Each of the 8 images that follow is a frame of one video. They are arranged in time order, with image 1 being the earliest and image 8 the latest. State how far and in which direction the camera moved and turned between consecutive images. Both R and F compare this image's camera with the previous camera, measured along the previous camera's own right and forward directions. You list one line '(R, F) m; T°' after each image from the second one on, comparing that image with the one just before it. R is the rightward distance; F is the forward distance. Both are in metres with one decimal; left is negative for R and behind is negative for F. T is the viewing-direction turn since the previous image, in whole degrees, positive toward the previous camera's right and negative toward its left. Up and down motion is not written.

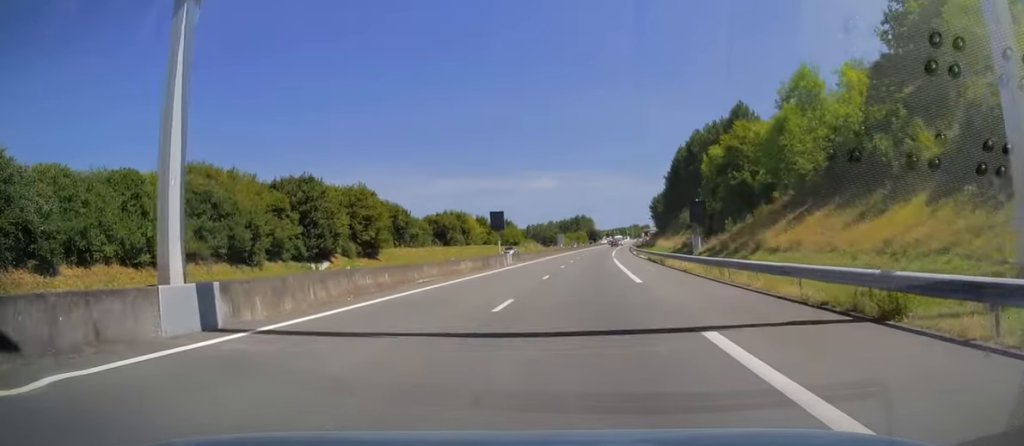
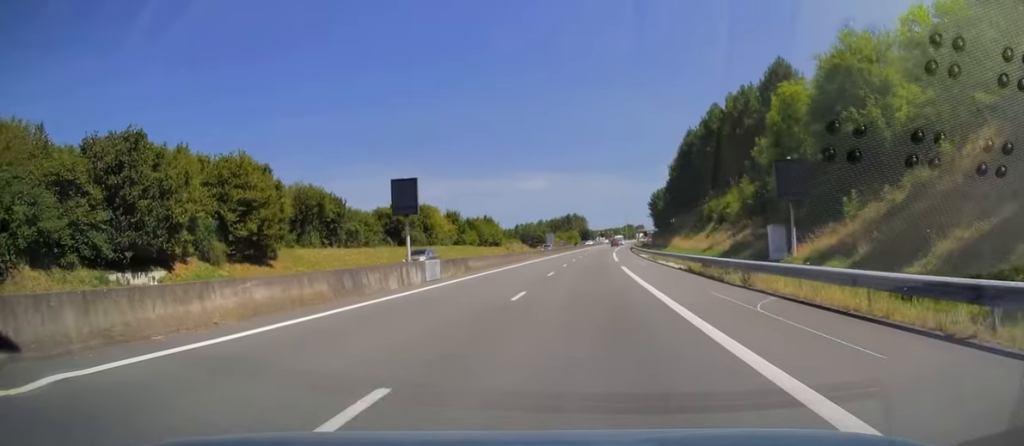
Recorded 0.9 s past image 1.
(+0.1, +23.7) m; +1°
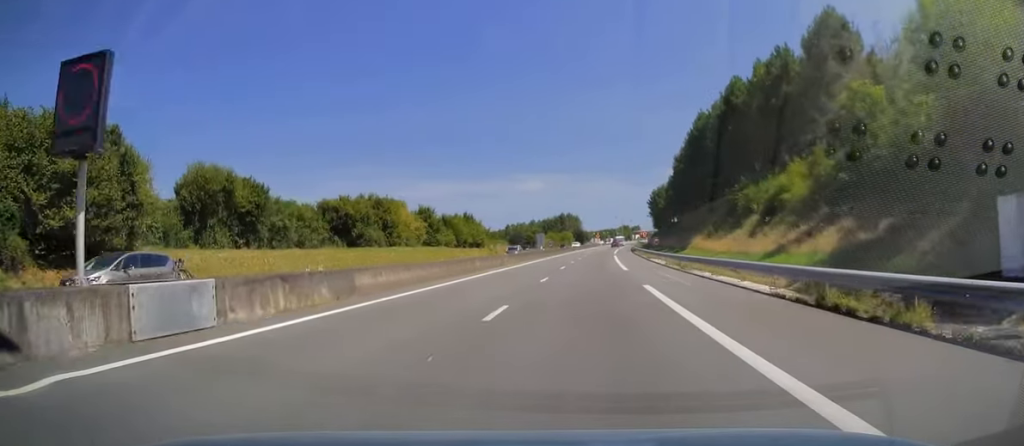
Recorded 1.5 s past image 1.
(+0.1, +17.6) m; +1°
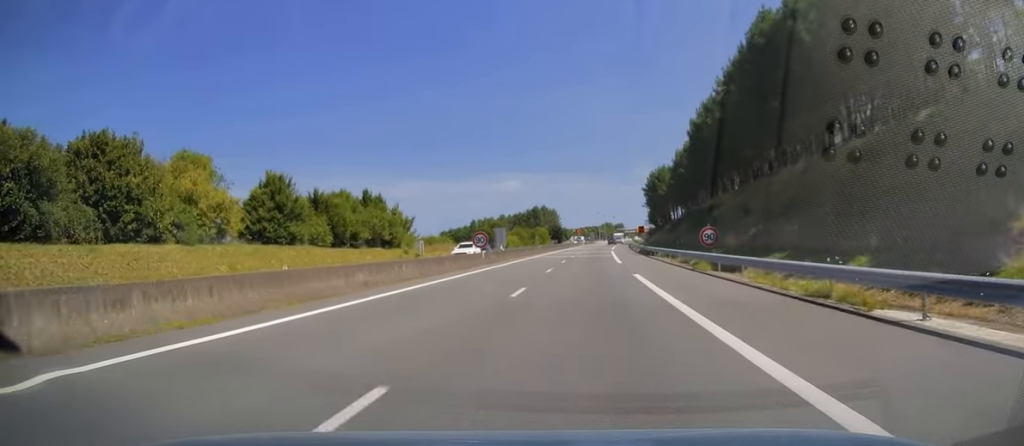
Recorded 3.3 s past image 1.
(+0.7, +48.2) m; +1°
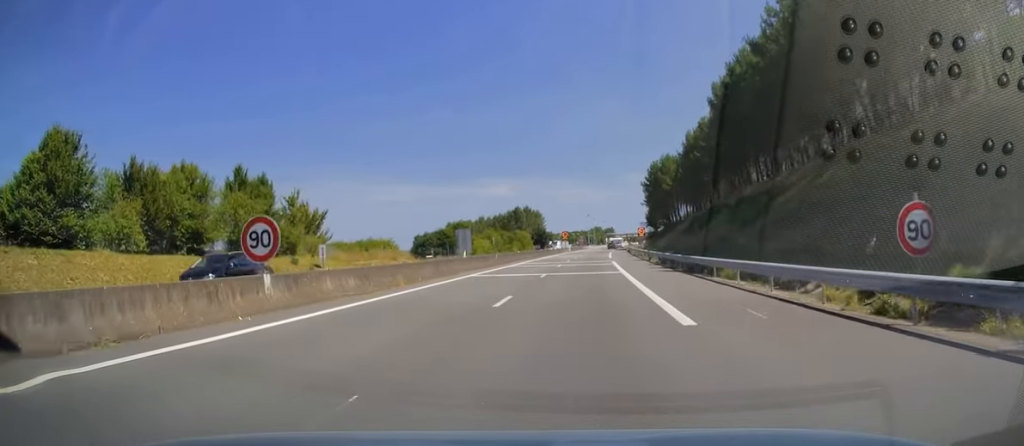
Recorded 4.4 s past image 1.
(+0.2, +28.2) m; +1°
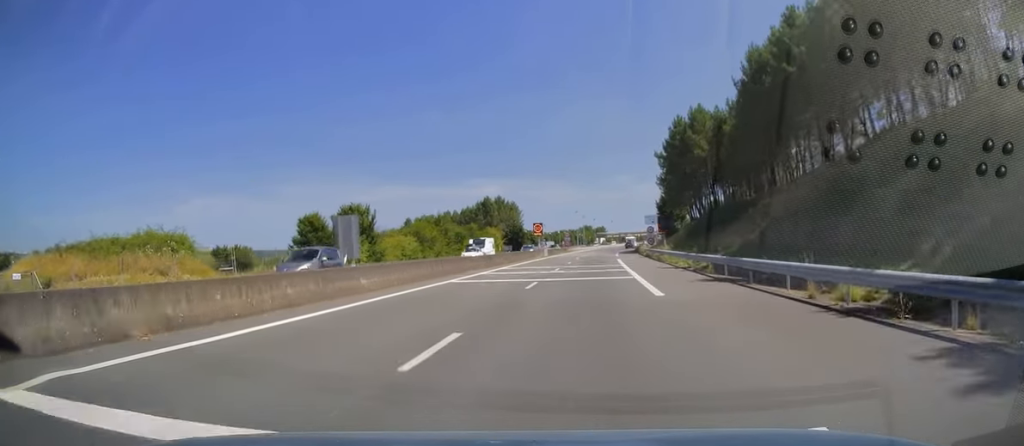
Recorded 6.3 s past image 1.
(+0.3, +47.9) m; +1°
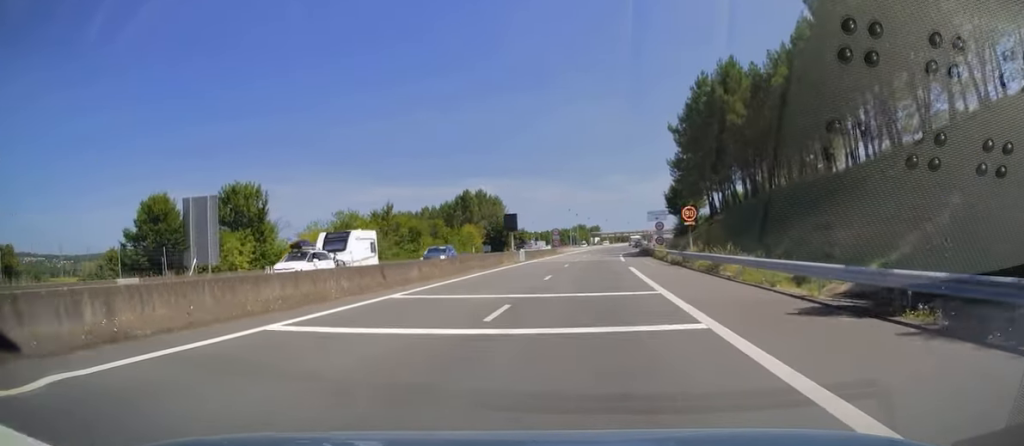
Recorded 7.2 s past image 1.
(+0.2, +22.0) m; +1°
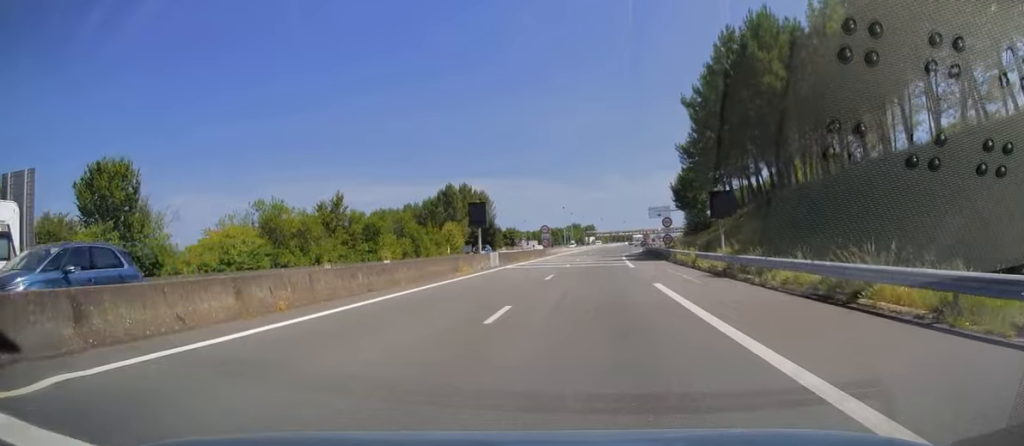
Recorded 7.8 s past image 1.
(+0.1, +13.9) m; +1°
